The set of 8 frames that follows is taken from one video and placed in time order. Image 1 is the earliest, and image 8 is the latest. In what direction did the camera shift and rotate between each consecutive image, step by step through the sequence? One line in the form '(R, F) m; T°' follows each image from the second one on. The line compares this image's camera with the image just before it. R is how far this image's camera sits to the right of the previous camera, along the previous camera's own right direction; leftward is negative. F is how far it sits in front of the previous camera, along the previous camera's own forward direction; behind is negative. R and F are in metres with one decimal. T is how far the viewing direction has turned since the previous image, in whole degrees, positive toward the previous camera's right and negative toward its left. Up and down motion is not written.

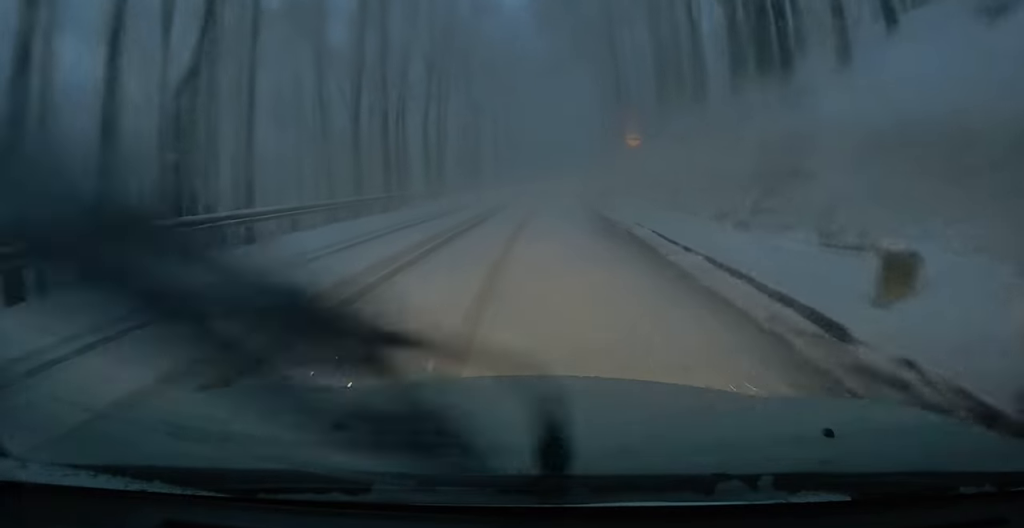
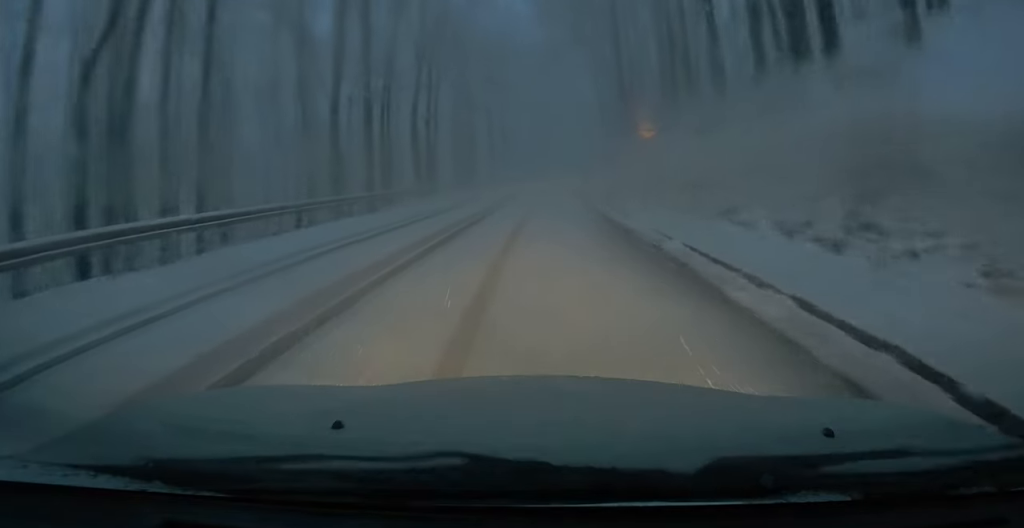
(0.0, +3.1) m; -2°
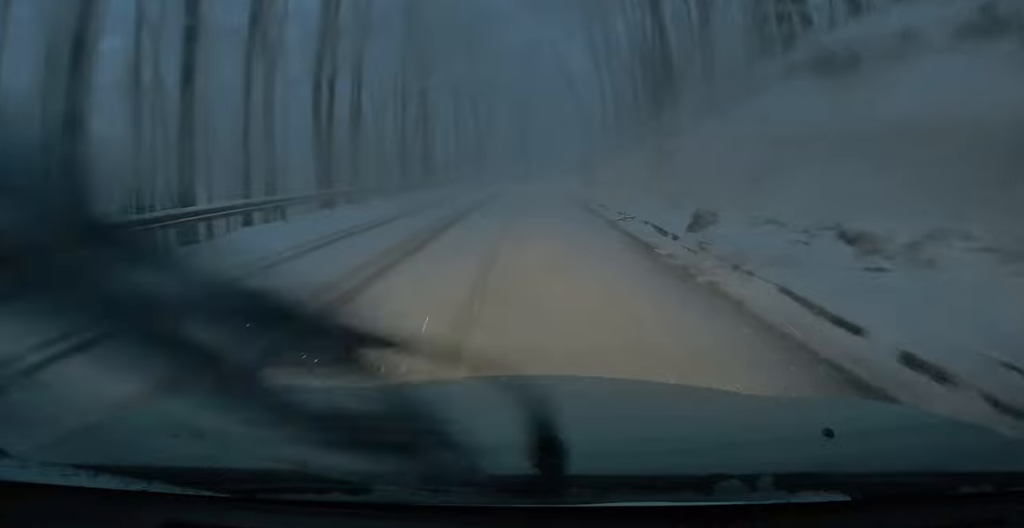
(+0.4, +16.6) m; +3°
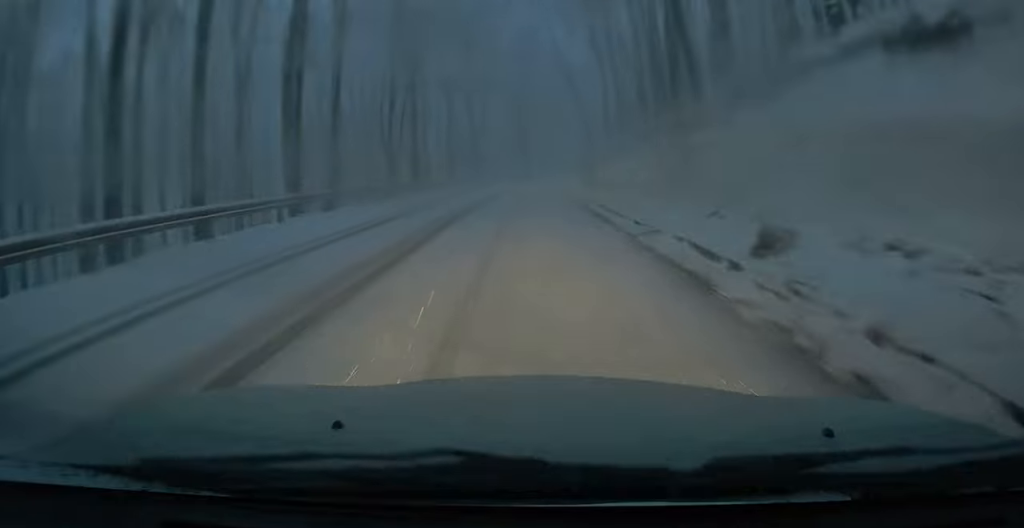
(-0.1, +3.1) m; -1°
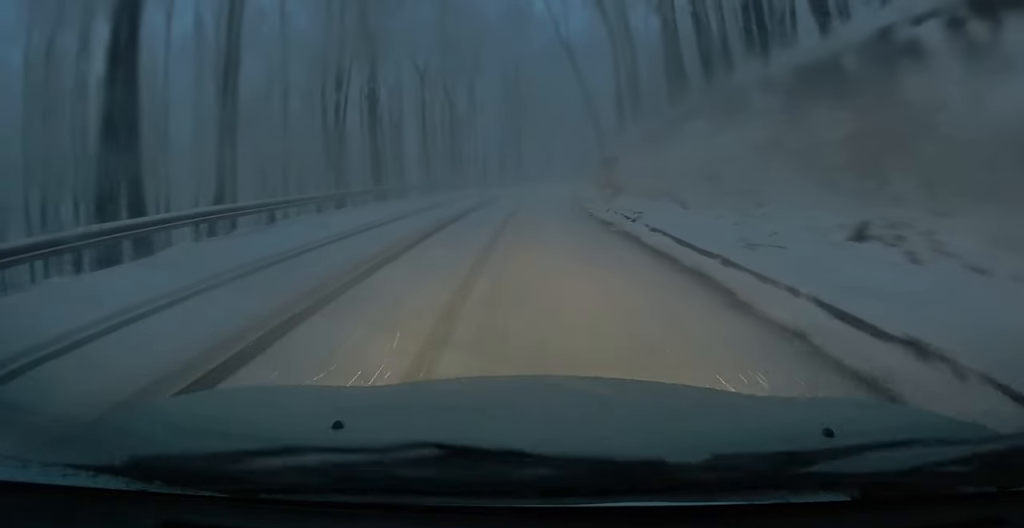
(-0.4, +9.3) m; 0°
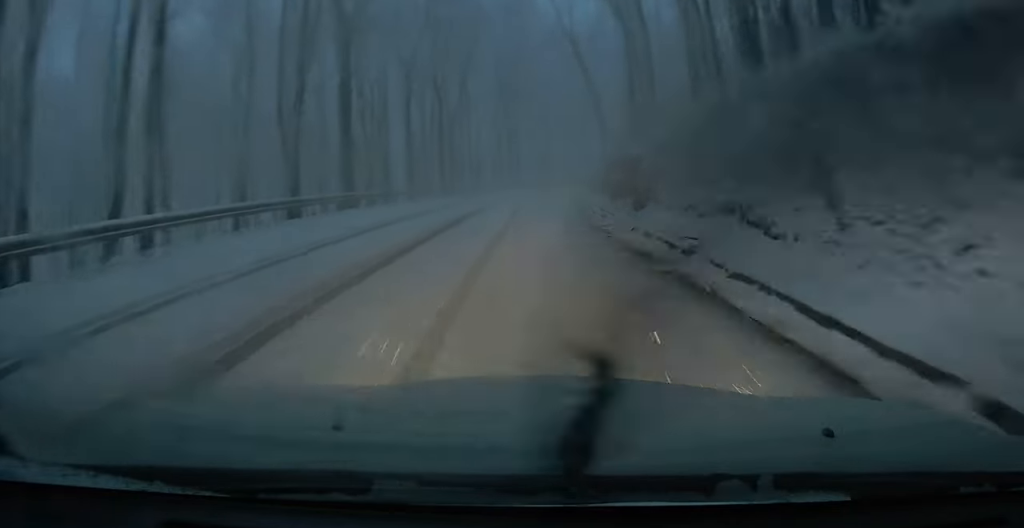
(+0.1, +4.4) m; +3°
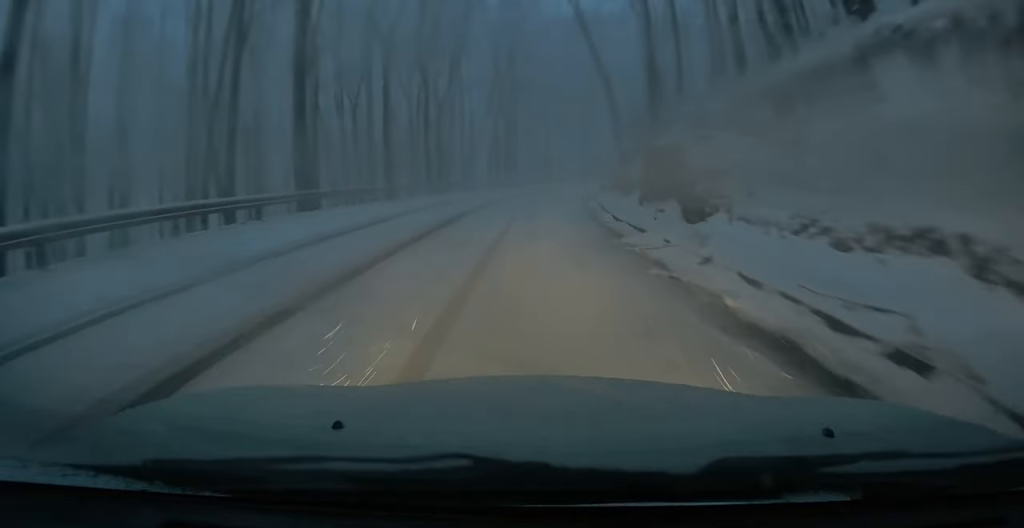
(+0.2, +5.0) m; +4°
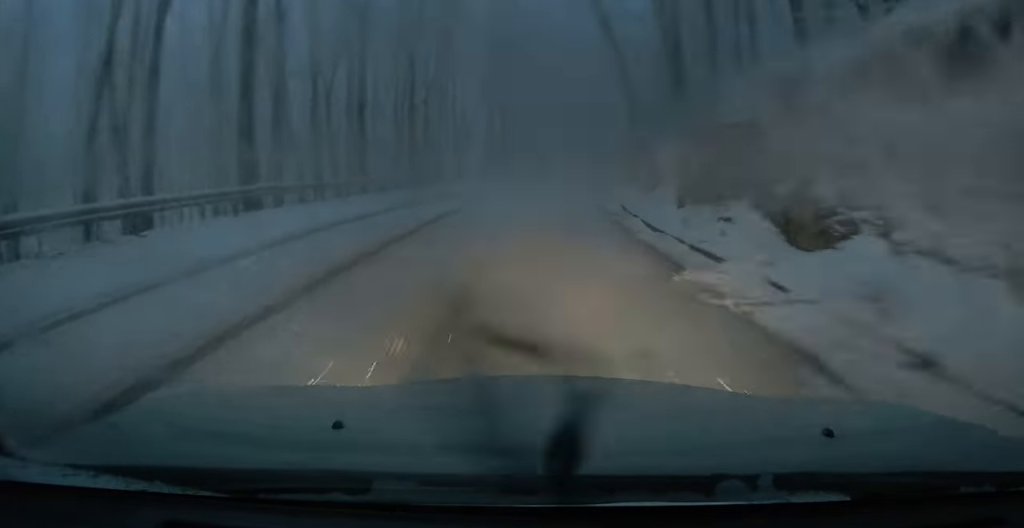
(+0.2, +4.4) m; +2°
